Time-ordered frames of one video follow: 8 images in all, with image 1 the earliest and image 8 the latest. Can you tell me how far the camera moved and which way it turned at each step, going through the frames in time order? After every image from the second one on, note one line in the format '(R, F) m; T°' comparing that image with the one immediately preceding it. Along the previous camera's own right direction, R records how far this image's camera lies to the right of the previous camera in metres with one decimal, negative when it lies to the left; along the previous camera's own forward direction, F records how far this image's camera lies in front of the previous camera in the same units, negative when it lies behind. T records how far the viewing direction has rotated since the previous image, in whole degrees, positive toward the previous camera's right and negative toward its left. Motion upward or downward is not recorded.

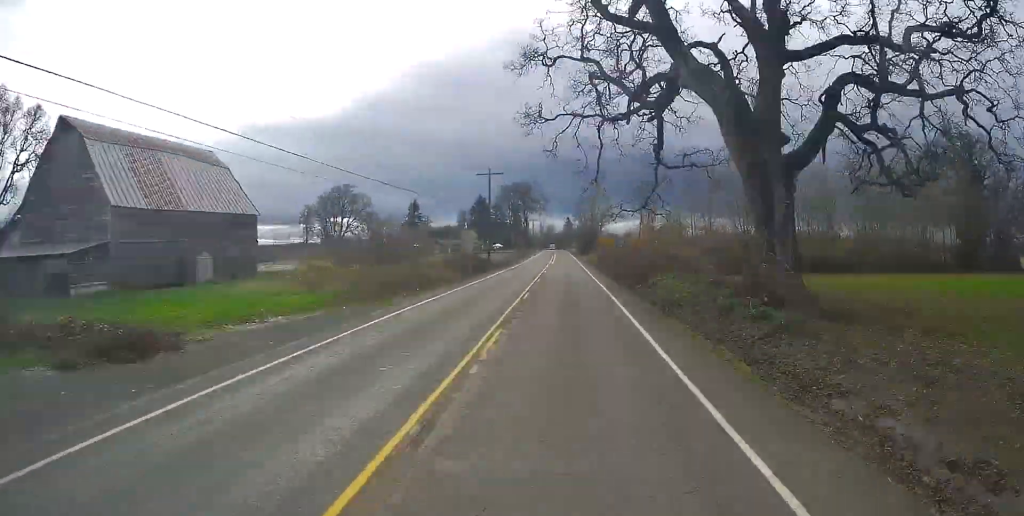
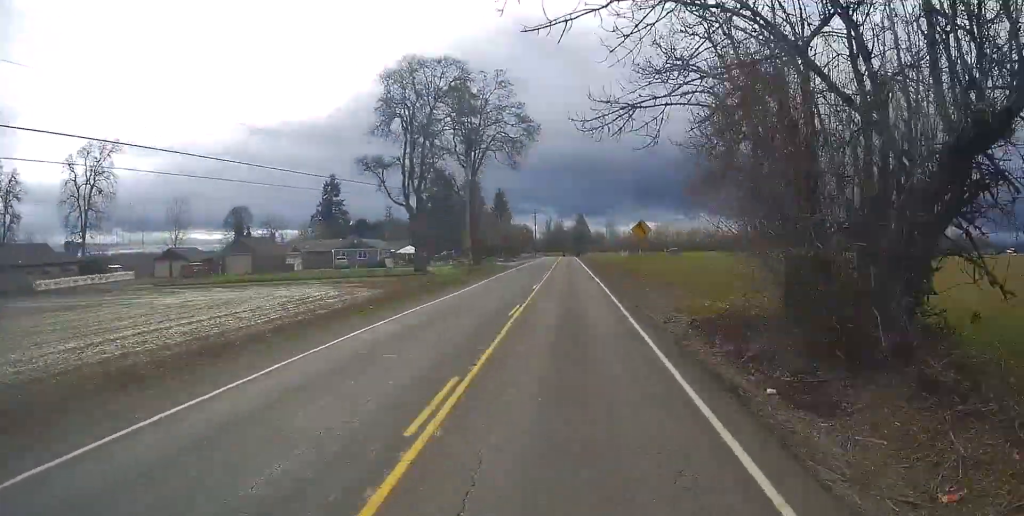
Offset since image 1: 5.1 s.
(-2.9, +123.5) m; -1°
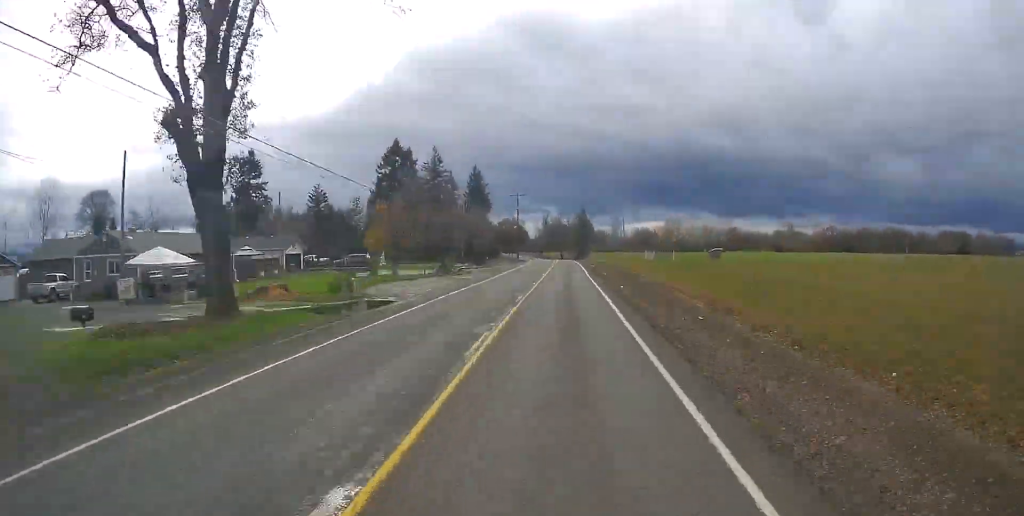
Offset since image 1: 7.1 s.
(+0.1, +49.3) m; 0°
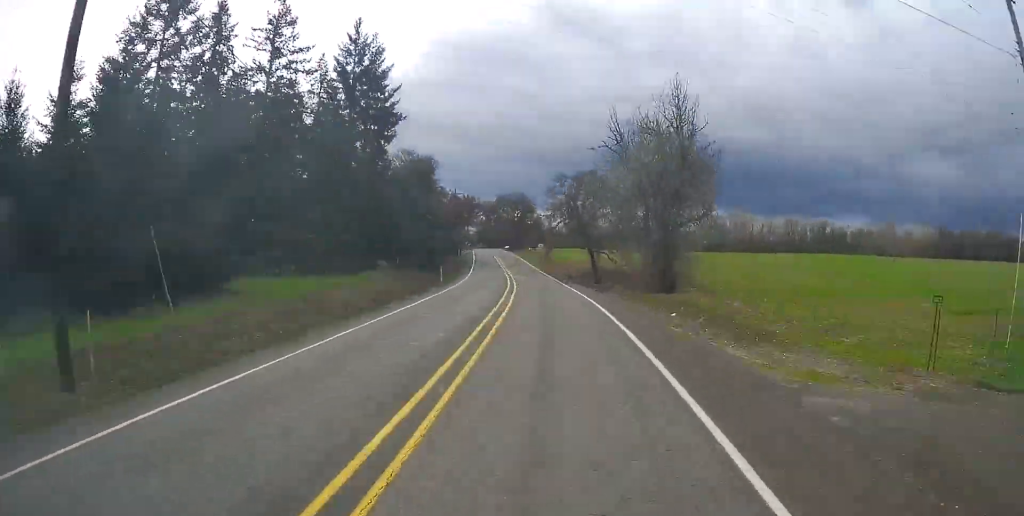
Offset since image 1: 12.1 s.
(-2.1, +127.9) m; -4°
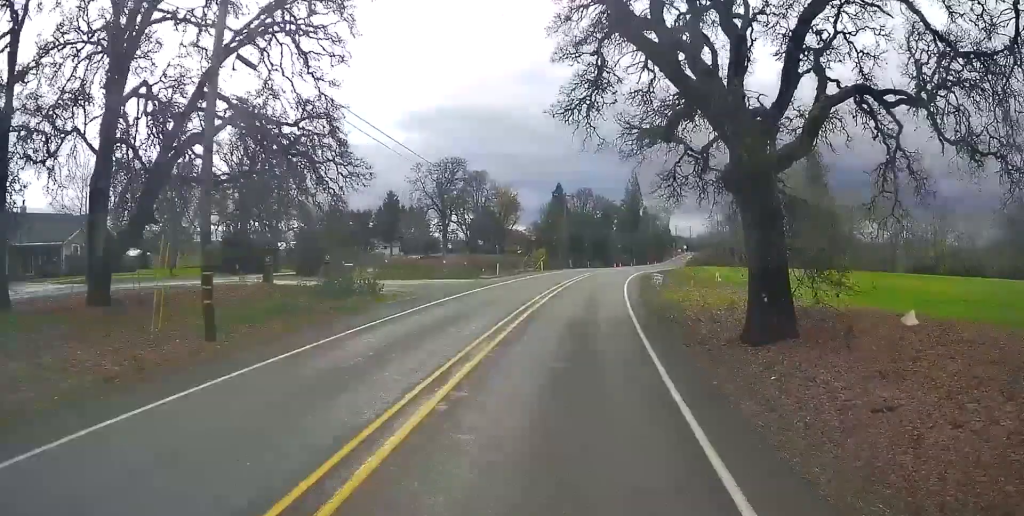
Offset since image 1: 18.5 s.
(-10.1, +167.1) m; -3°
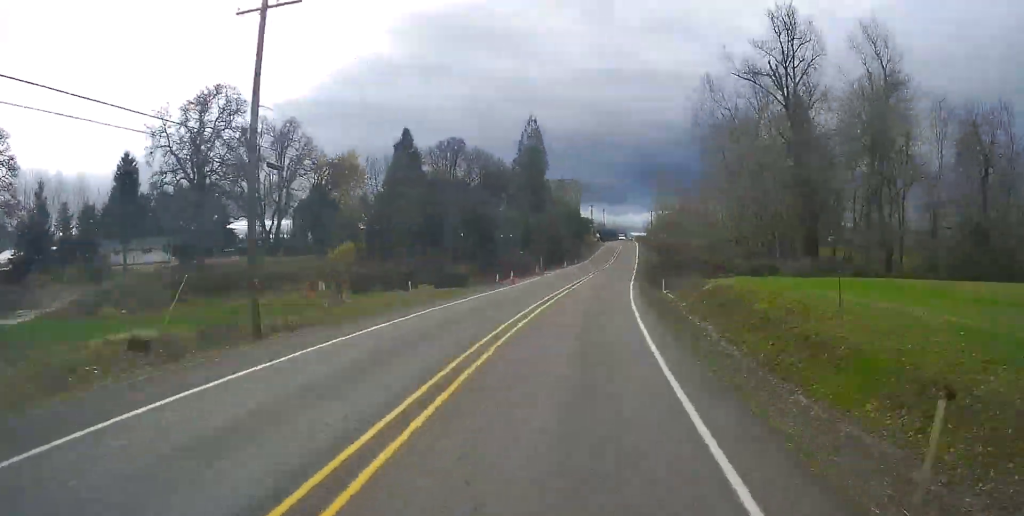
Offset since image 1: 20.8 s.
(-0.1, +60.6) m; +4°
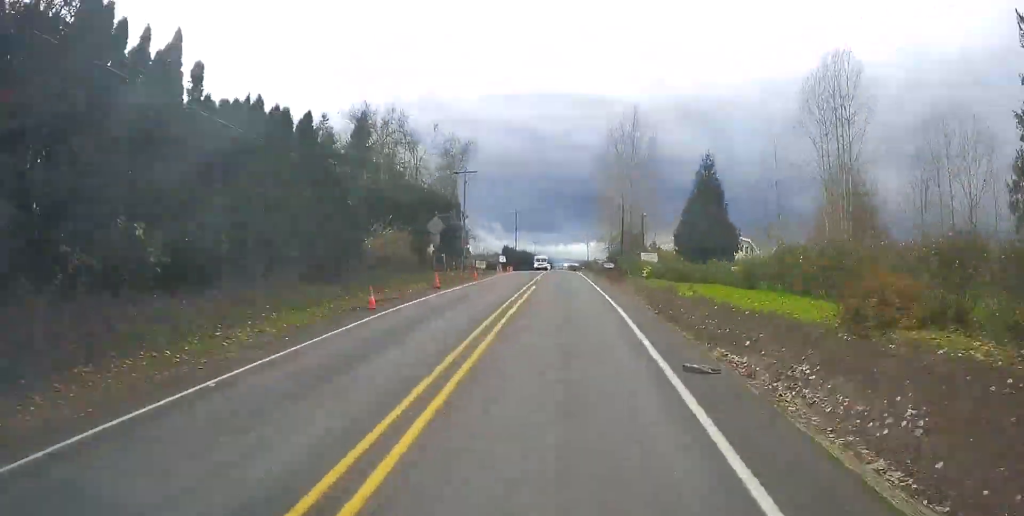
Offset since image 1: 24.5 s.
(+7.4, +99.2) m; +6°
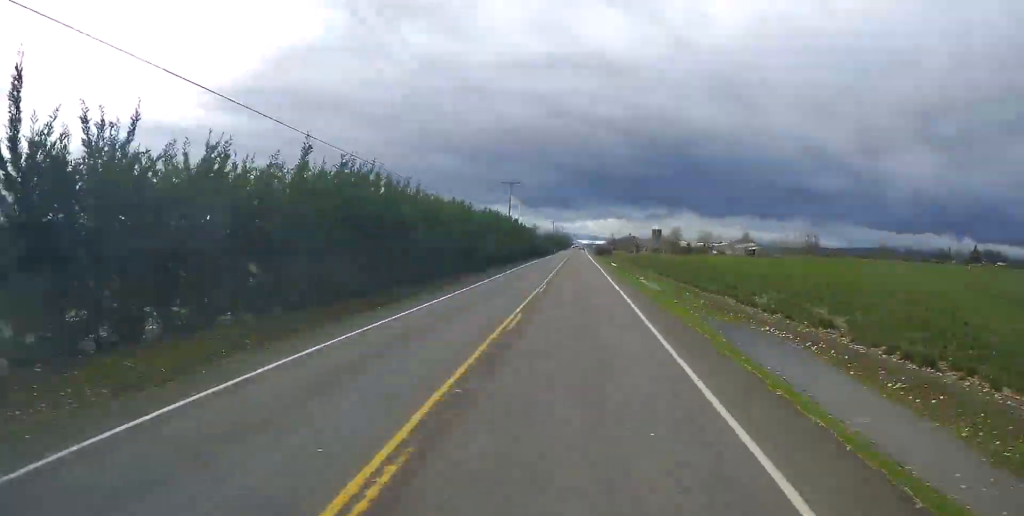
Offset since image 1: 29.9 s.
(+5.8, +141.0) m; +3°
